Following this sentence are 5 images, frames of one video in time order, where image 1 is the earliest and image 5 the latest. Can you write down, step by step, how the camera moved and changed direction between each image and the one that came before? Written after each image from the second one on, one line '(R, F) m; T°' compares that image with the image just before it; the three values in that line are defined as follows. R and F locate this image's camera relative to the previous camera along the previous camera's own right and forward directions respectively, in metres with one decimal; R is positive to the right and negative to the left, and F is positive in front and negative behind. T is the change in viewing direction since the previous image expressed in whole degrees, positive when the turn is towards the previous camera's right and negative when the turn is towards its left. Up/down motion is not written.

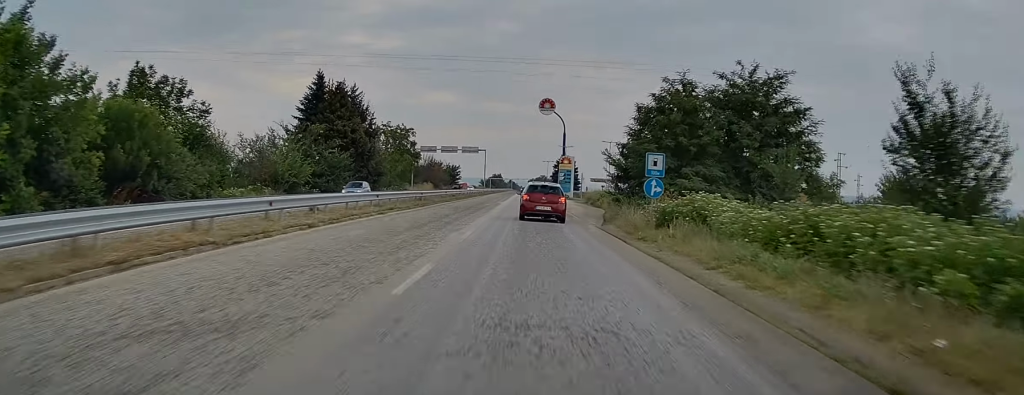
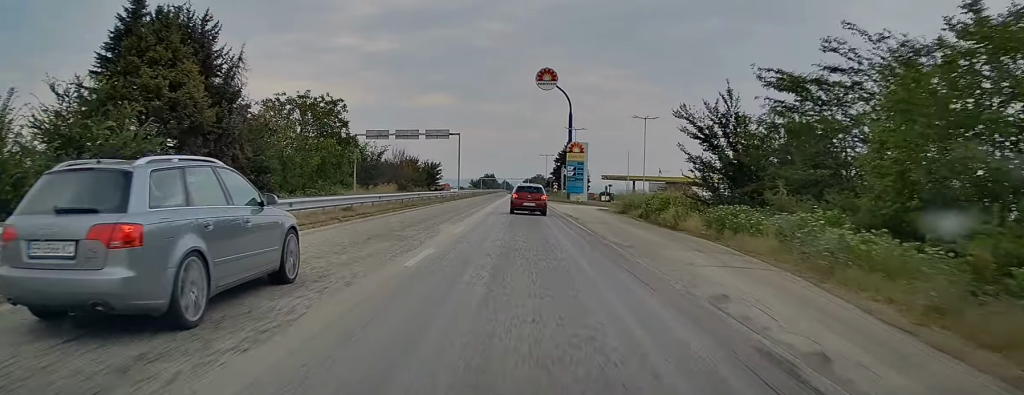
(+0.1, +33.0) m; +1°
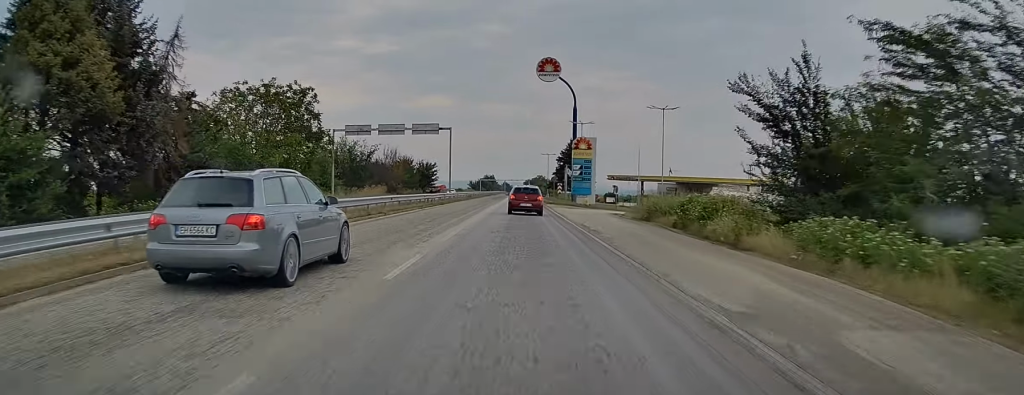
(+0.3, +8.6) m; 0°
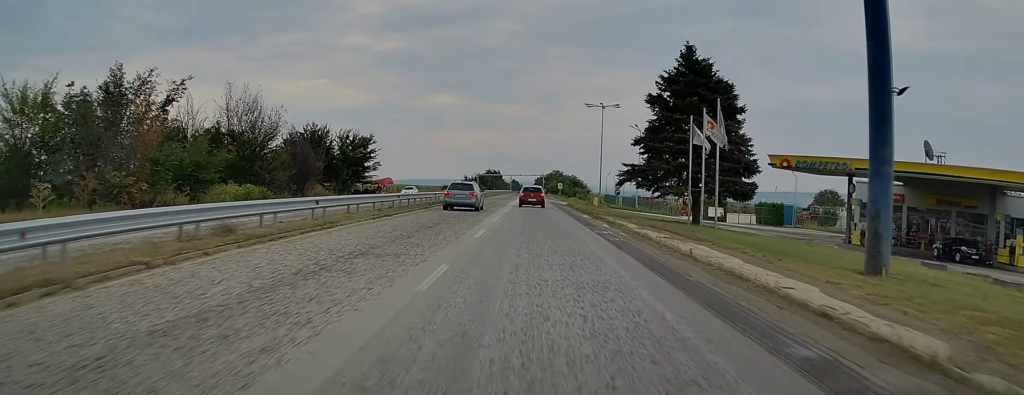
(-1.3, +73.9) m; -1°
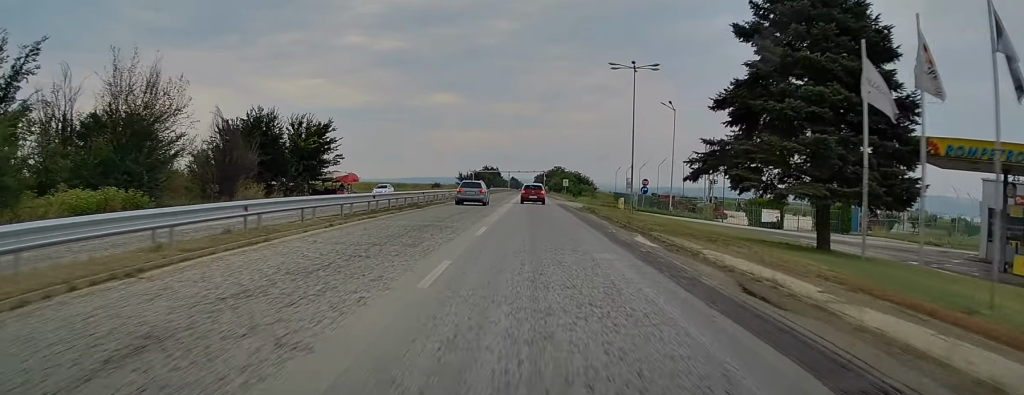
(0.0, +16.9) m; 0°
